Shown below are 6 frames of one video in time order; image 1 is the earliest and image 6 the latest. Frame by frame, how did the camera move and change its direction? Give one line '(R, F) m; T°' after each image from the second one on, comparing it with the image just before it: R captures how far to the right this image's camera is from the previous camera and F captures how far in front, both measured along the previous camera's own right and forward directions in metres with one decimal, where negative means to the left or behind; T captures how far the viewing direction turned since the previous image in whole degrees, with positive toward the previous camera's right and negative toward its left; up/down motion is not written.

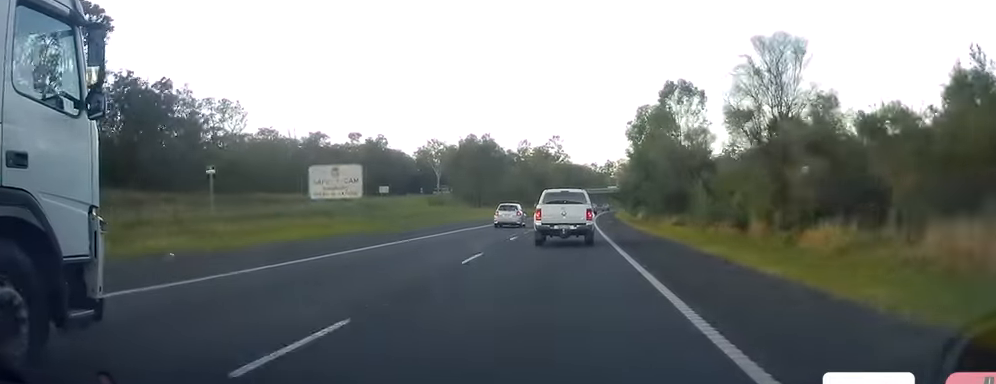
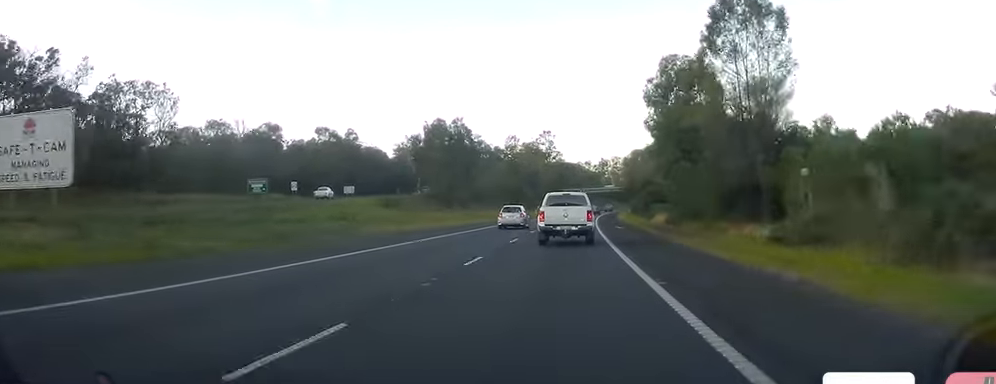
(-0.2, +23.9) m; 0°
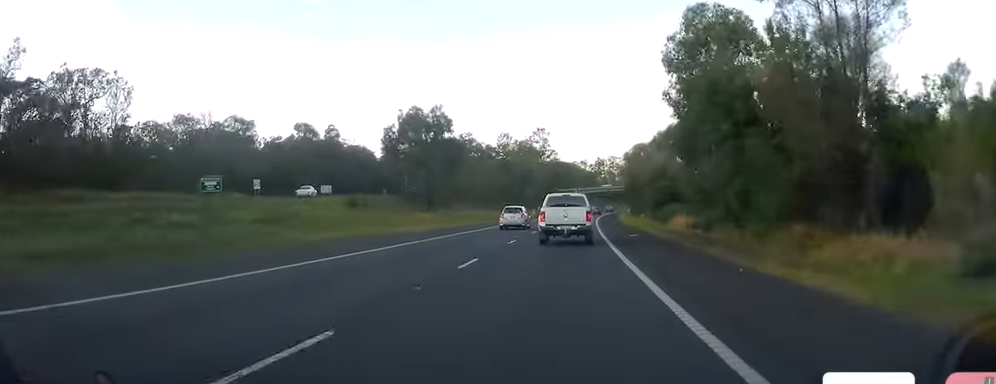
(-0.1, +12.4) m; 0°
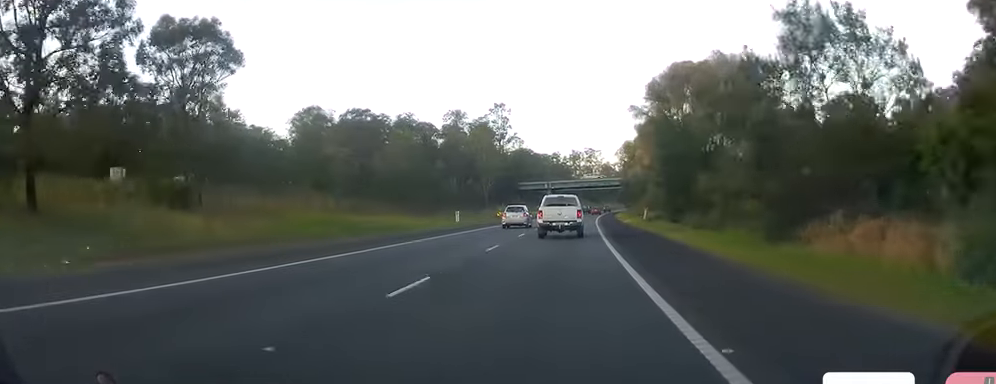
(+0.7, +65.0) m; +2°
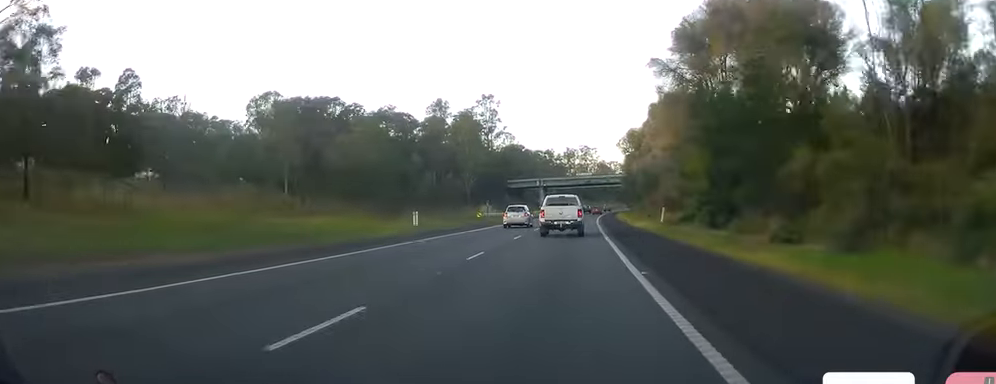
(+0.4, +16.3) m; +1°
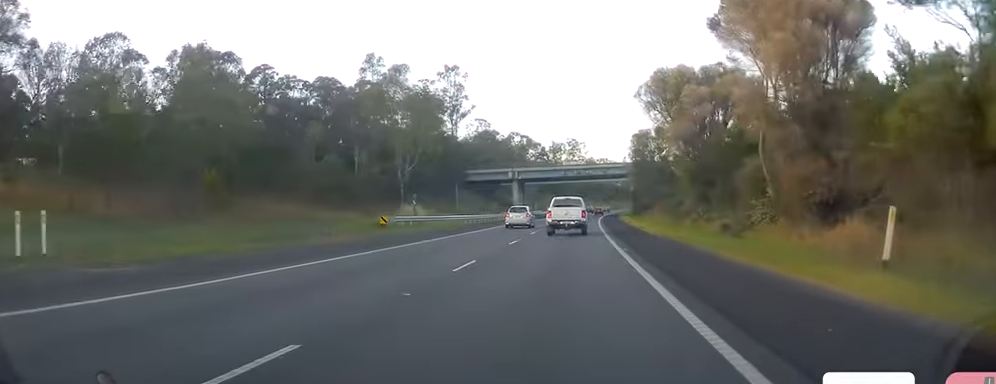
(+0.3, +38.4) m; +1°
